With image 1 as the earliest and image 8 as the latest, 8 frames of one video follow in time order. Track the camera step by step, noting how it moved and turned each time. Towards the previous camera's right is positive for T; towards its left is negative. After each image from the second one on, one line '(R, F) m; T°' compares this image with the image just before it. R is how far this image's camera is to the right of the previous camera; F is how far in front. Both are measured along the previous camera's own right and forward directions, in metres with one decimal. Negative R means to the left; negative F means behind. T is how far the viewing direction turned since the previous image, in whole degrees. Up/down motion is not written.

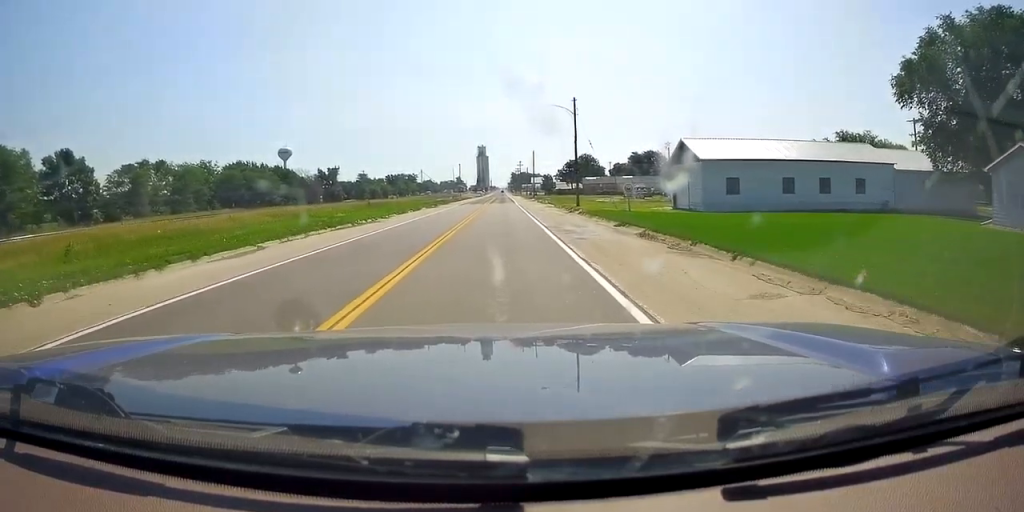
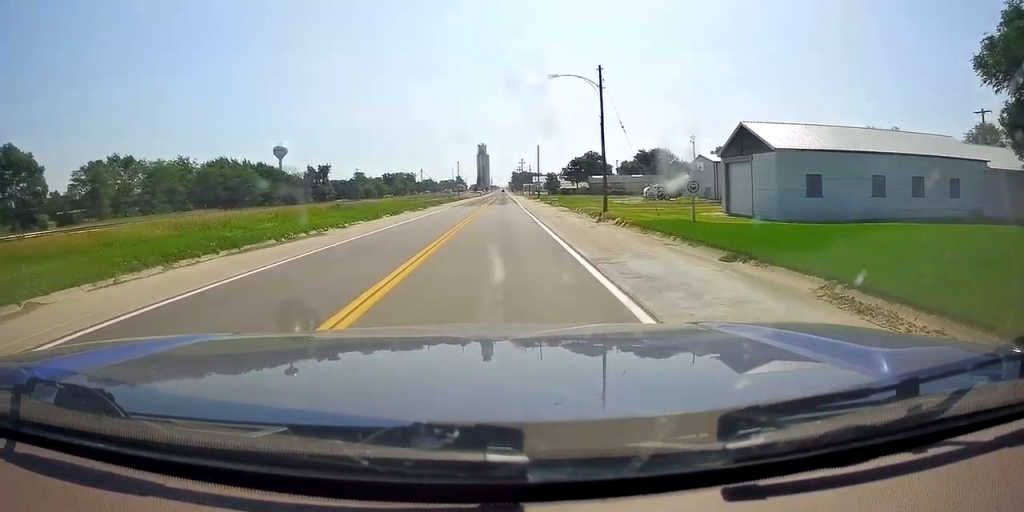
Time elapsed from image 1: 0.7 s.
(+0.3, +12.1) m; +1°
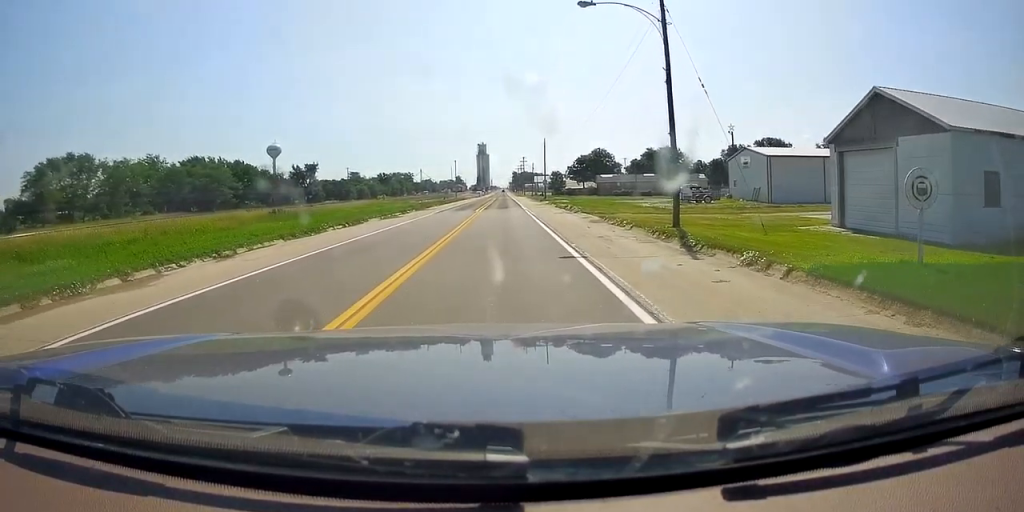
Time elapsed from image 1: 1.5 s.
(+0.1, +14.2) m; +1°
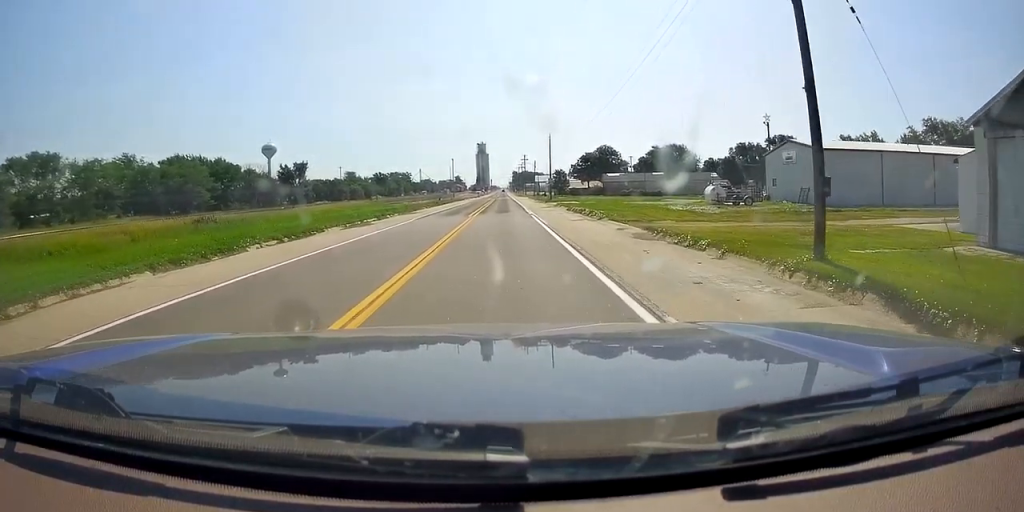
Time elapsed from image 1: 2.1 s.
(0.0, +9.9) m; 0°
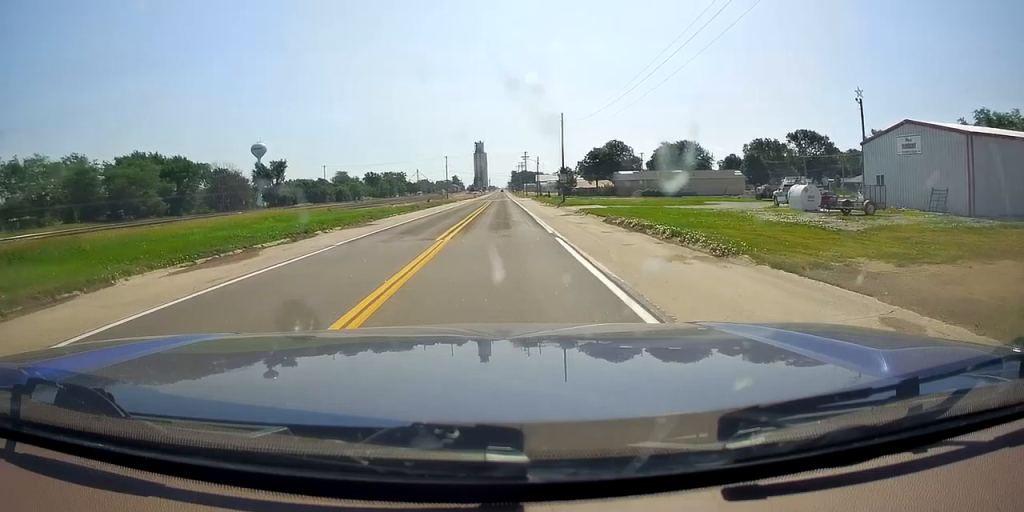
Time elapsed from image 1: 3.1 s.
(0.0, +17.4) m; -2°
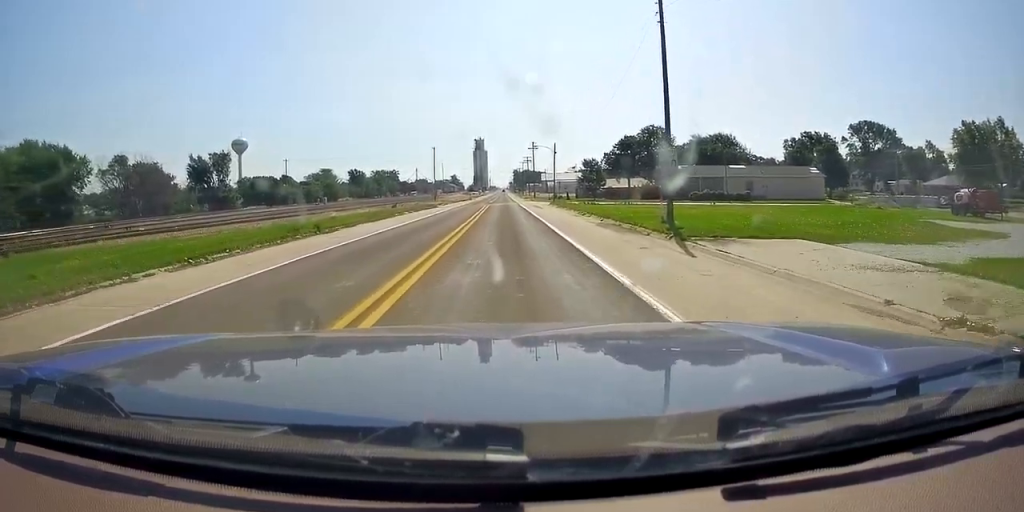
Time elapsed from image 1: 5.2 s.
(+0.9, +35.7) m; +1°
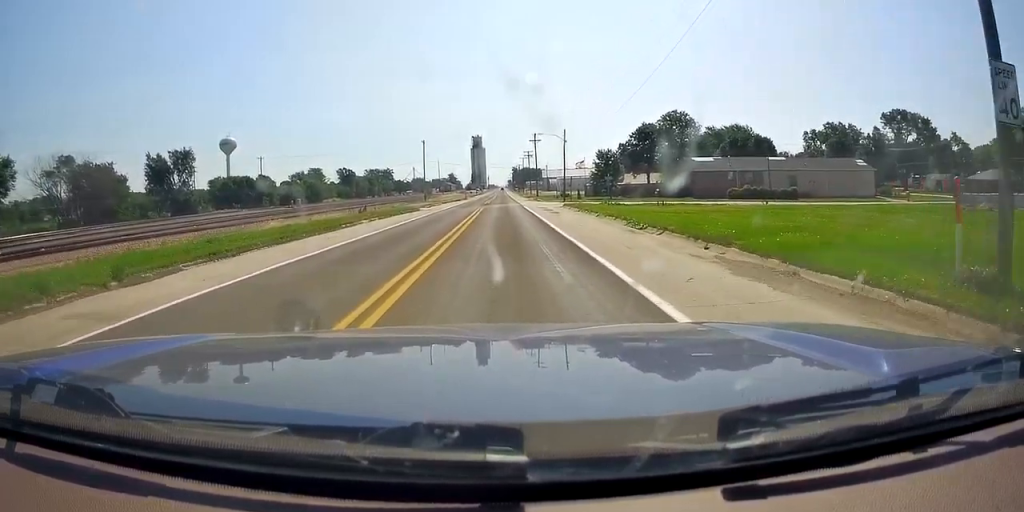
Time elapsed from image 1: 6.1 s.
(-0.8, +16.0) m; -1°
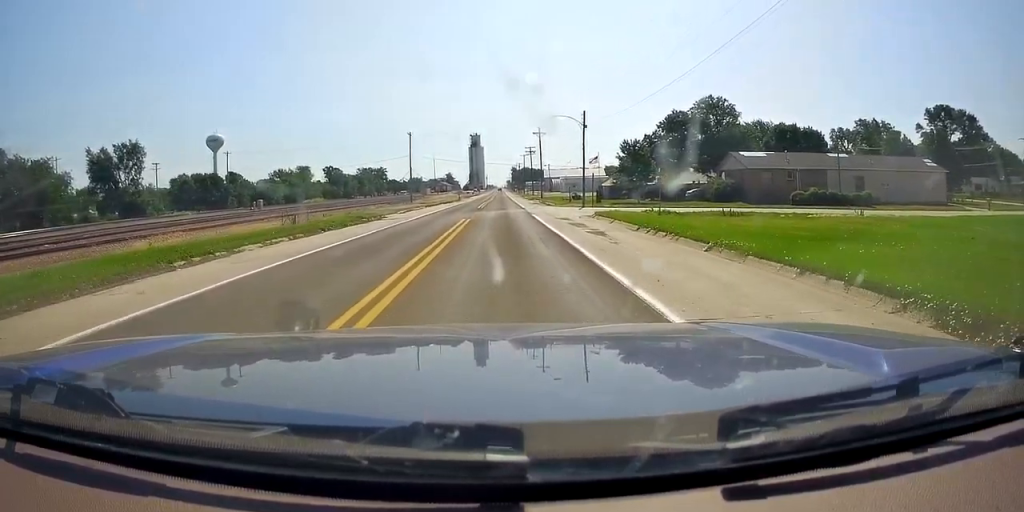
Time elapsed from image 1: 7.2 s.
(+0.4, +17.6) m; +1°
